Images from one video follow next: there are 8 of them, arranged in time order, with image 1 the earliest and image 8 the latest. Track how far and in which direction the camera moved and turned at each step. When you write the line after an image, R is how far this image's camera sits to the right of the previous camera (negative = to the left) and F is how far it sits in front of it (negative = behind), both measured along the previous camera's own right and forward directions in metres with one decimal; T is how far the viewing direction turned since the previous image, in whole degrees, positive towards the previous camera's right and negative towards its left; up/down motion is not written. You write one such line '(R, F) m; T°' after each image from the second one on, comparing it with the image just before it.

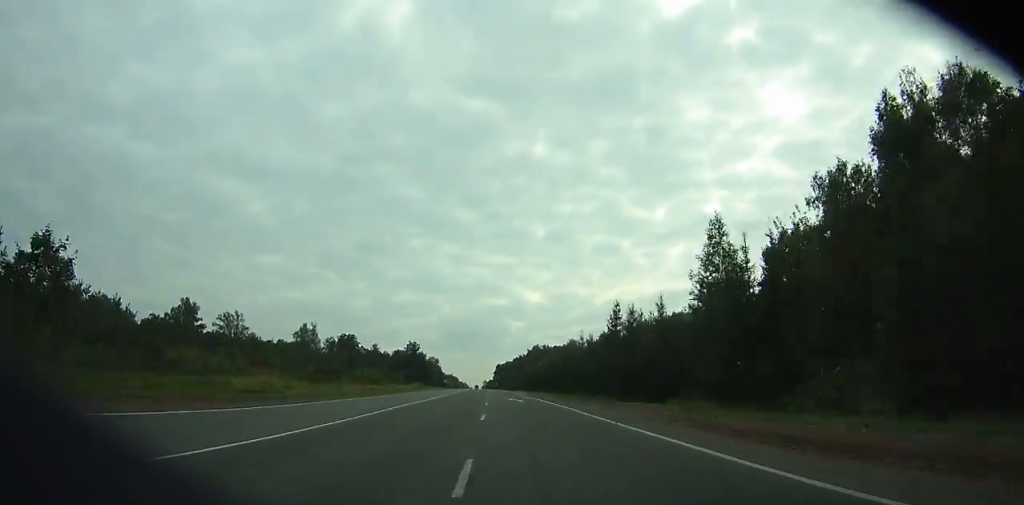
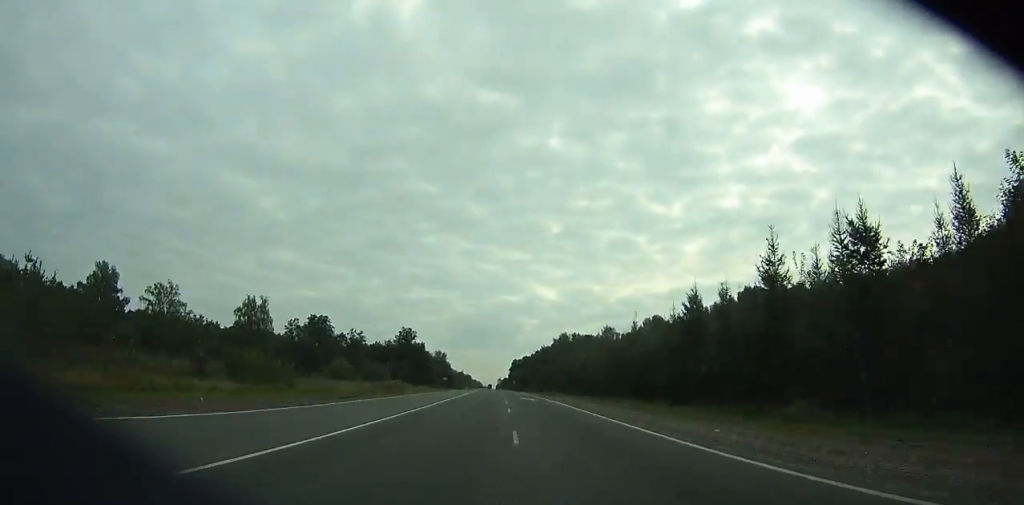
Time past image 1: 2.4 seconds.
(-0.8, +55.2) m; -1°
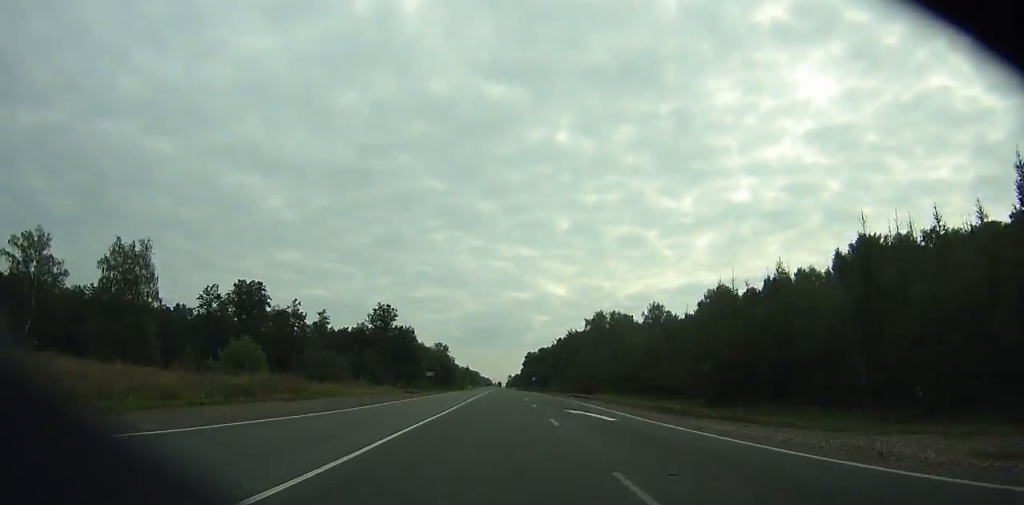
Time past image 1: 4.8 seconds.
(-0.5, +55.3) m; -1°
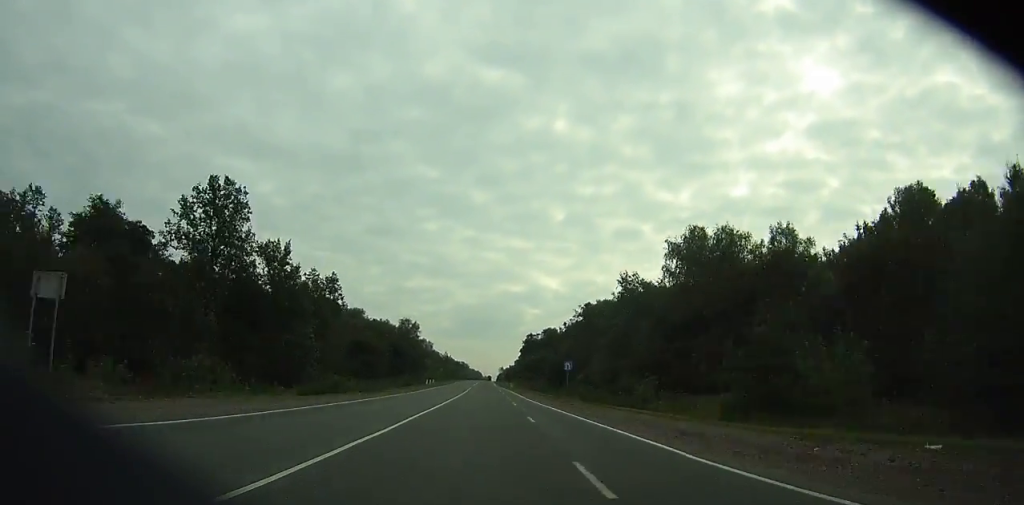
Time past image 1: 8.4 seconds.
(-0.5, +82.9) m; 0°
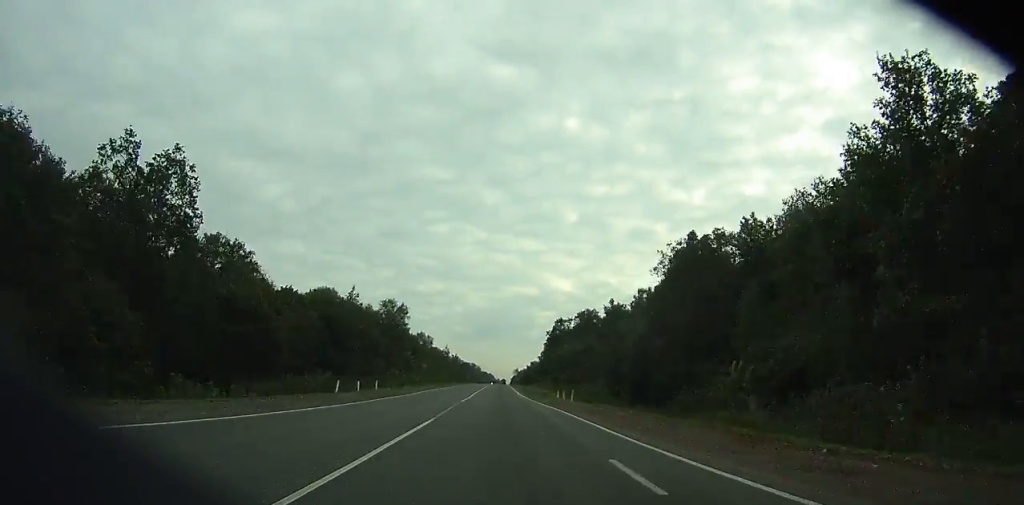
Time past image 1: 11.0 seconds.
(+0.1, +59.9) m; 0°
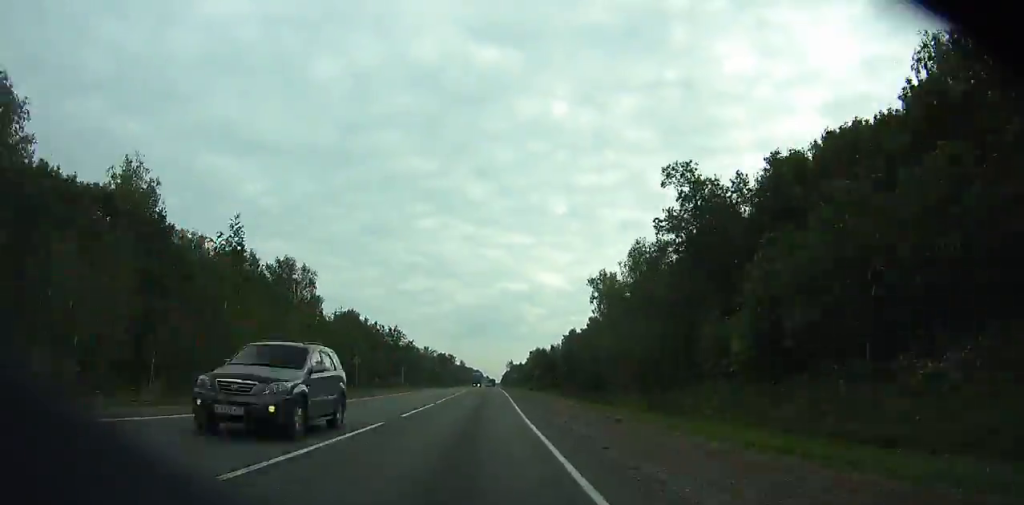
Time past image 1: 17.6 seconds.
(+0.1, +150.5) m; 0°
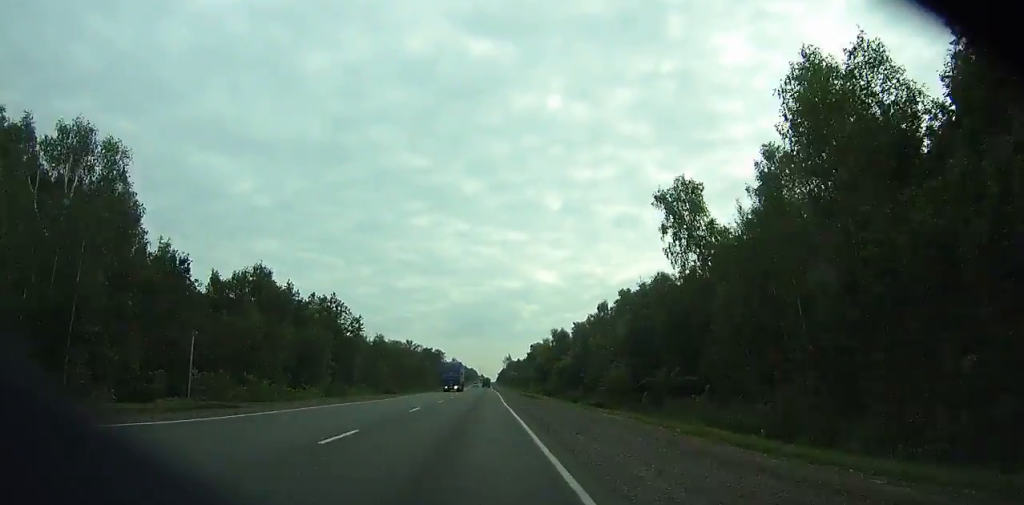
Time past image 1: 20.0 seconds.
(-0.1, +53.7) m; 0°
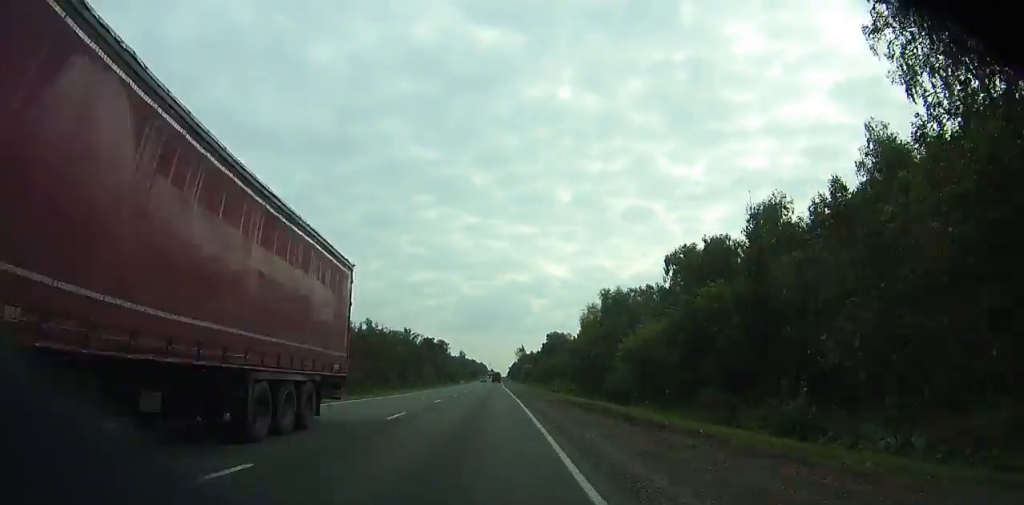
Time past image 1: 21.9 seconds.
(+0.1, +41.6) m; 0°
